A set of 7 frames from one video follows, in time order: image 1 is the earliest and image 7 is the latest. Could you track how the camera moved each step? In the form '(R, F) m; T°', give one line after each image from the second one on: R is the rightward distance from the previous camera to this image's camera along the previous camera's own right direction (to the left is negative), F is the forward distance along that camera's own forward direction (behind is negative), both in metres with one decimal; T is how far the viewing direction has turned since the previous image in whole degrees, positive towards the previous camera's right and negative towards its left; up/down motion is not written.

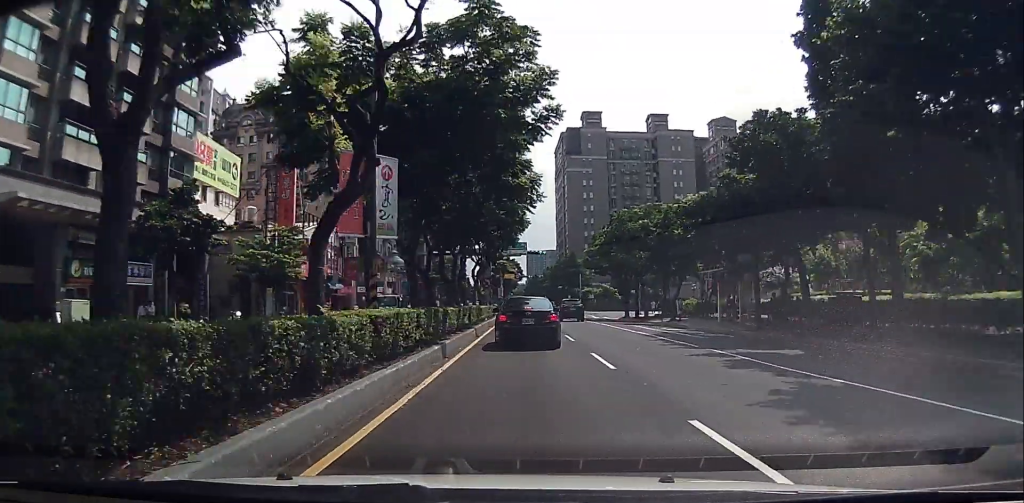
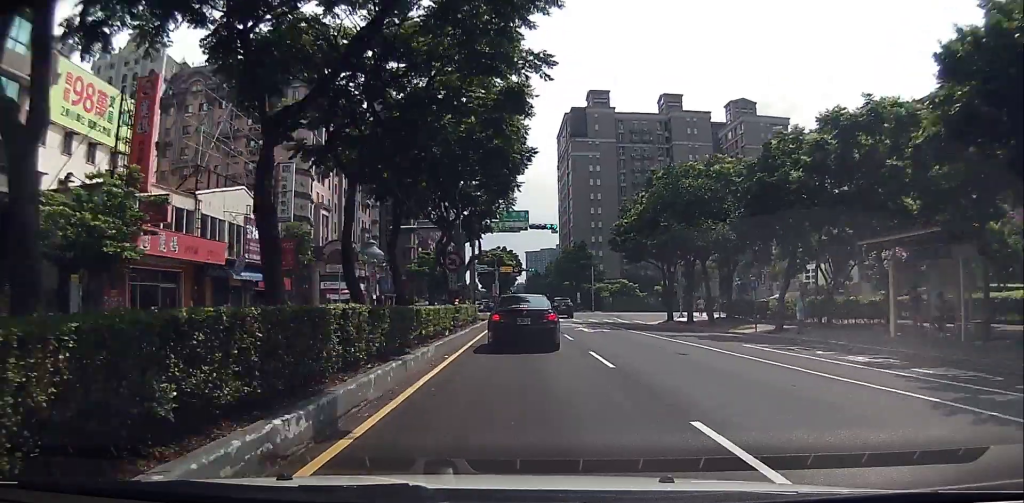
(-0.6, +21.0) m; -1°
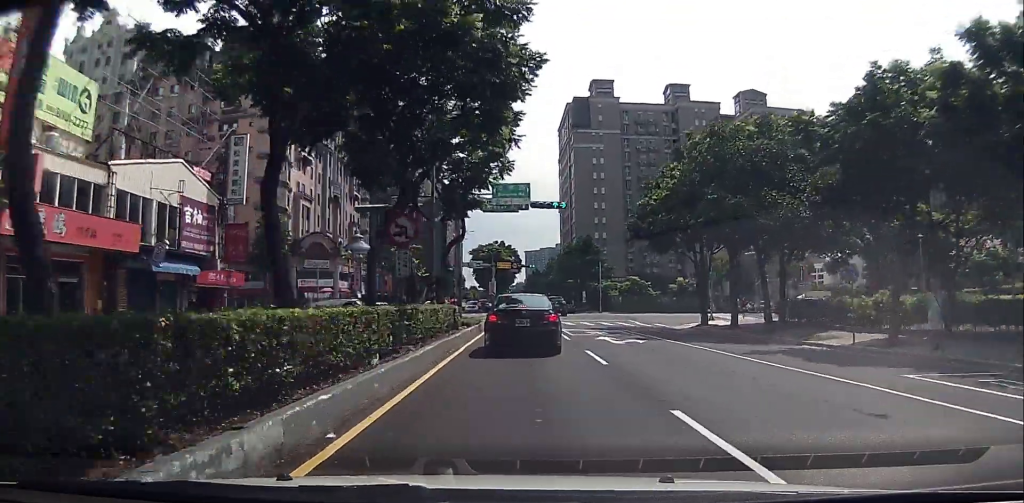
(+0.1, +9.9) m; +2°
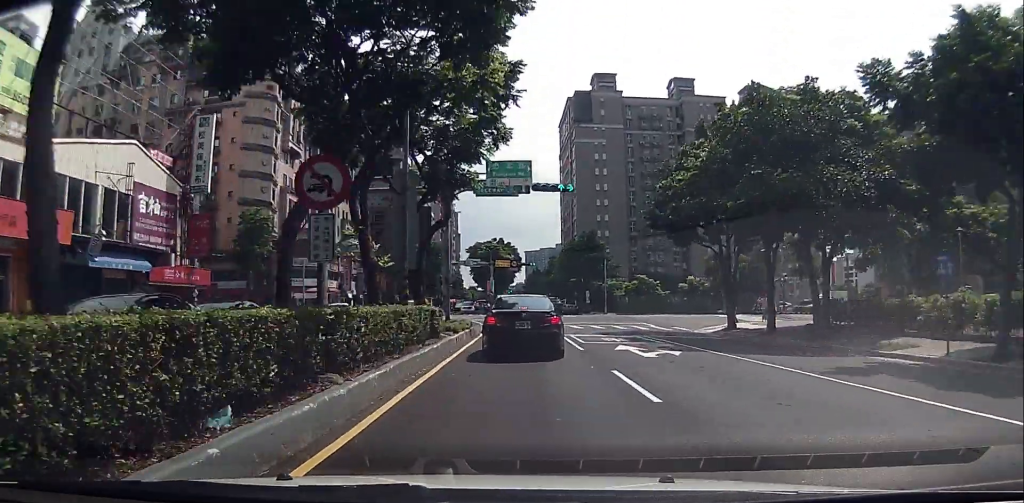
(+0.2, +5.7) m; +2°
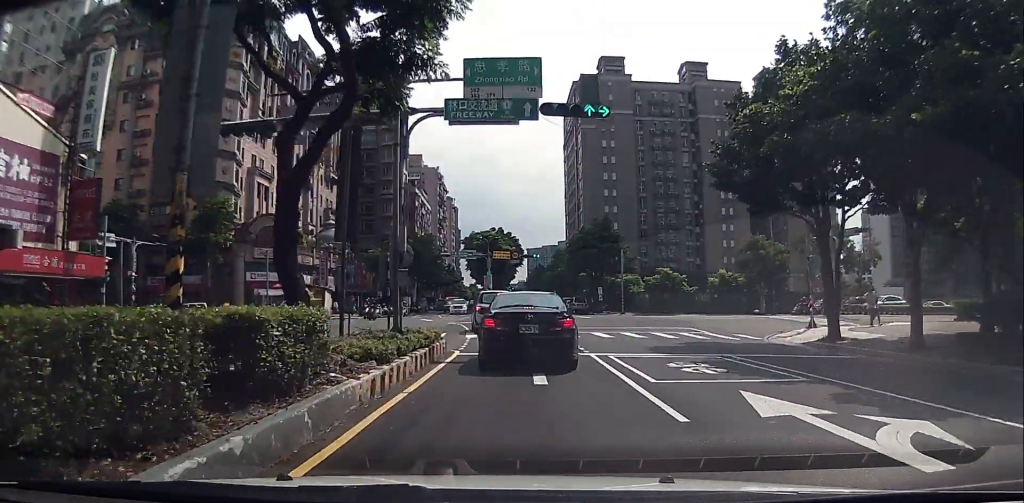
(+0.2, +12.7) m; -1°
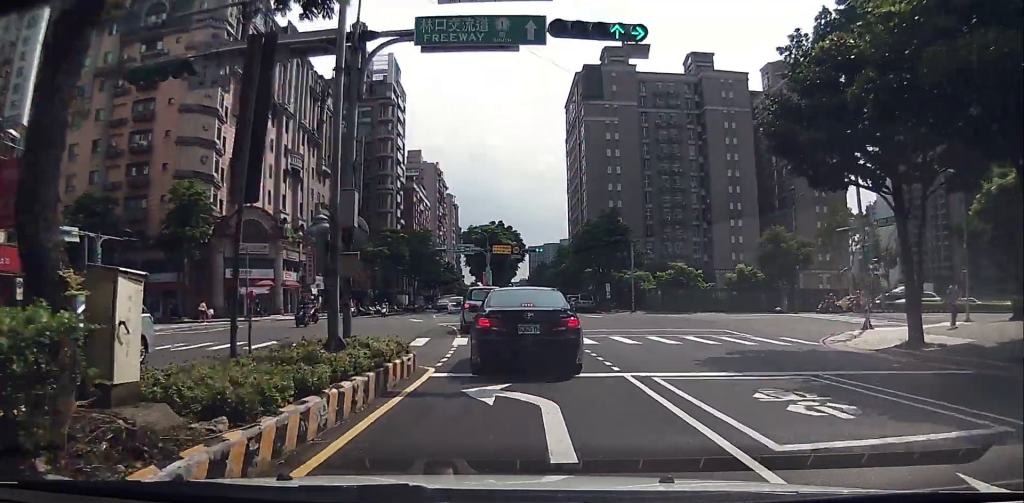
(-0.2, +5.9) m; -1°
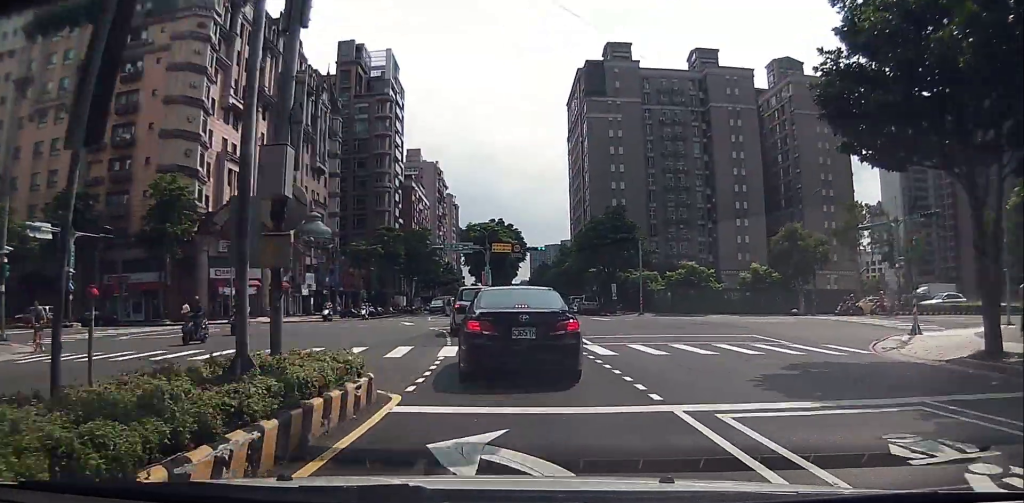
(0.0, +3.9) m; -3°
